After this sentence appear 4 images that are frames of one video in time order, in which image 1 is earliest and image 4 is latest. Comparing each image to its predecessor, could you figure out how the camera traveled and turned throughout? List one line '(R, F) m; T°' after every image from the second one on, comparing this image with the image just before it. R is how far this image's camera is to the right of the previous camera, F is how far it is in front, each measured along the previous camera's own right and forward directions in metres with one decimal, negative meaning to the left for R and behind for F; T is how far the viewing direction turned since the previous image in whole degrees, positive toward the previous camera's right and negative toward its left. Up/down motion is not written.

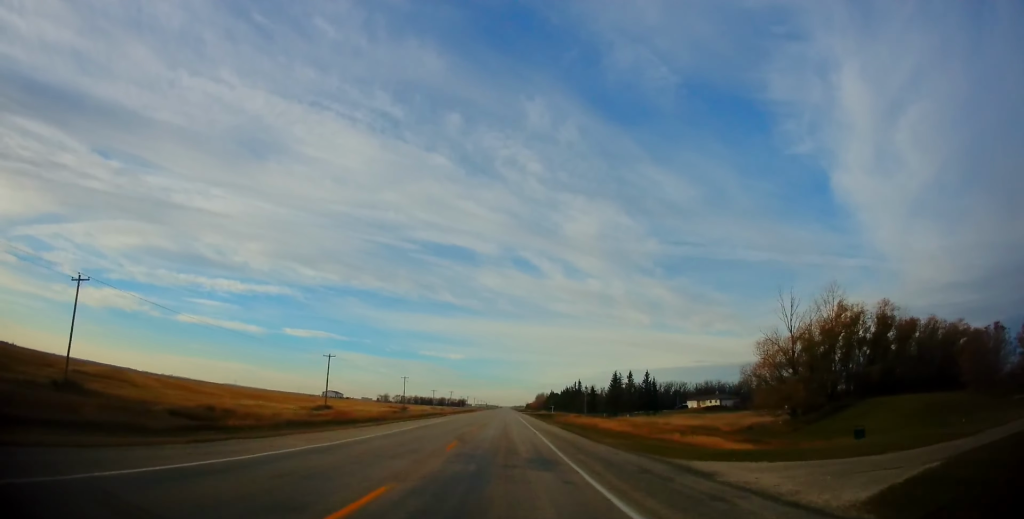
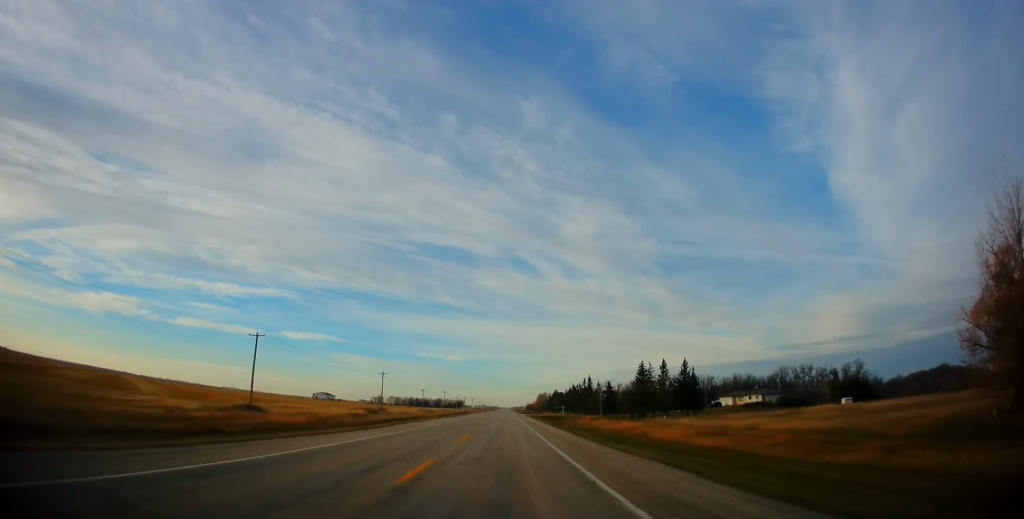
(0.0, +30.4) m; 0°
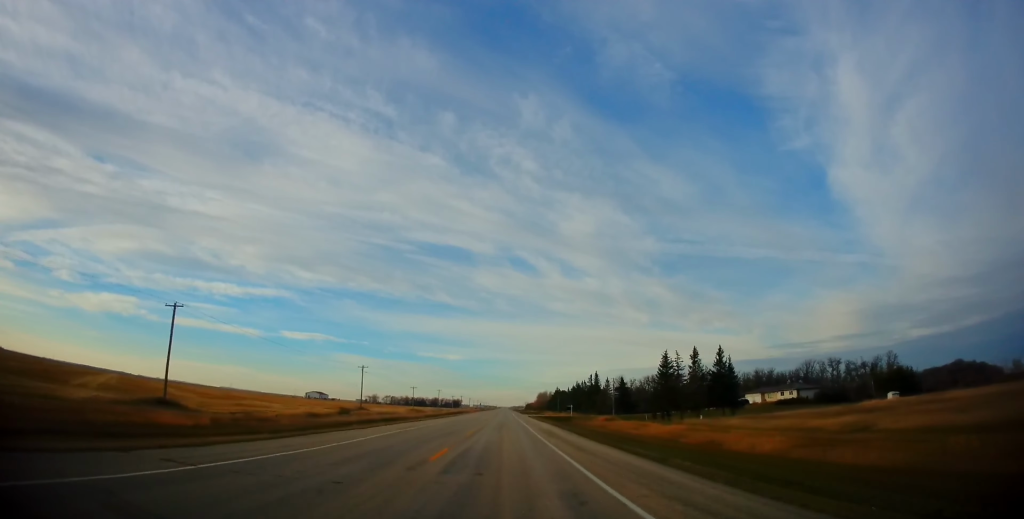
(+0.1, +19.0) m; 0°
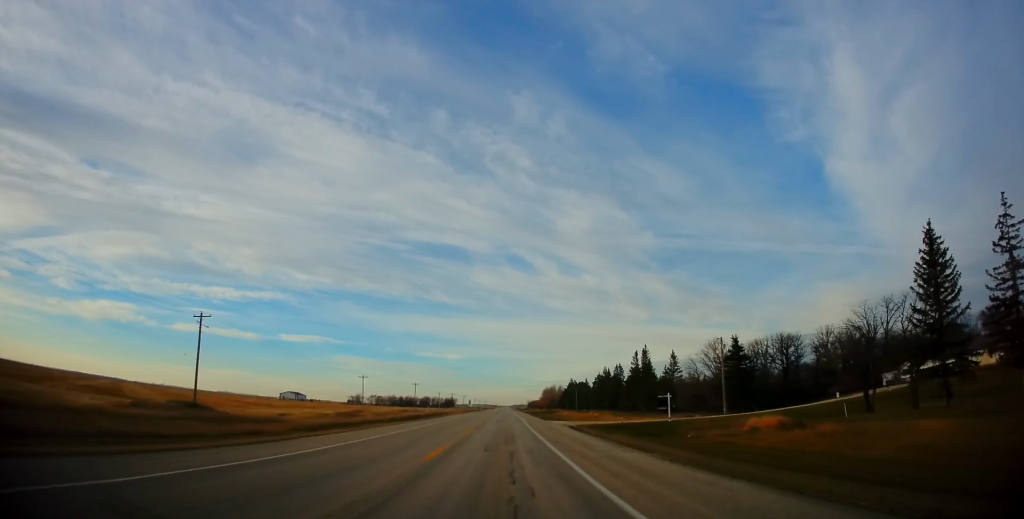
(-0.4, +64.2) m; 0°
